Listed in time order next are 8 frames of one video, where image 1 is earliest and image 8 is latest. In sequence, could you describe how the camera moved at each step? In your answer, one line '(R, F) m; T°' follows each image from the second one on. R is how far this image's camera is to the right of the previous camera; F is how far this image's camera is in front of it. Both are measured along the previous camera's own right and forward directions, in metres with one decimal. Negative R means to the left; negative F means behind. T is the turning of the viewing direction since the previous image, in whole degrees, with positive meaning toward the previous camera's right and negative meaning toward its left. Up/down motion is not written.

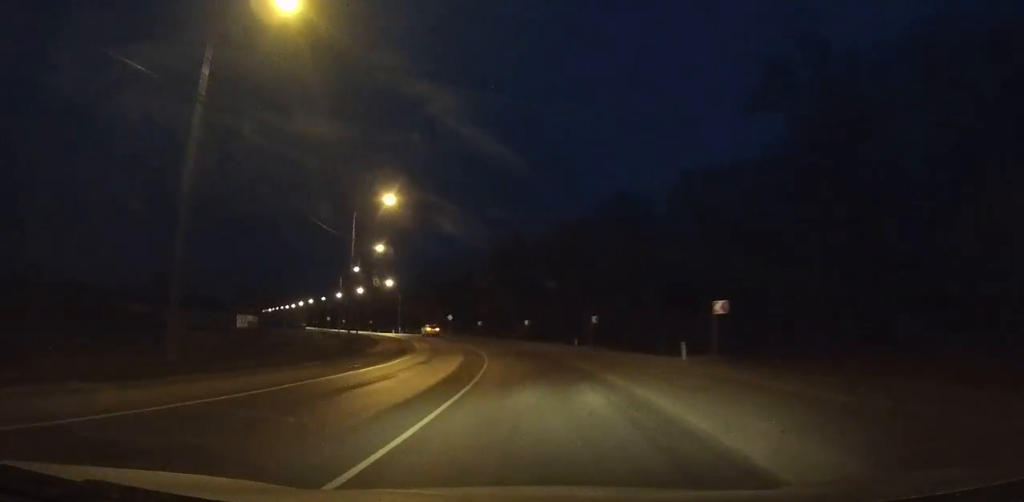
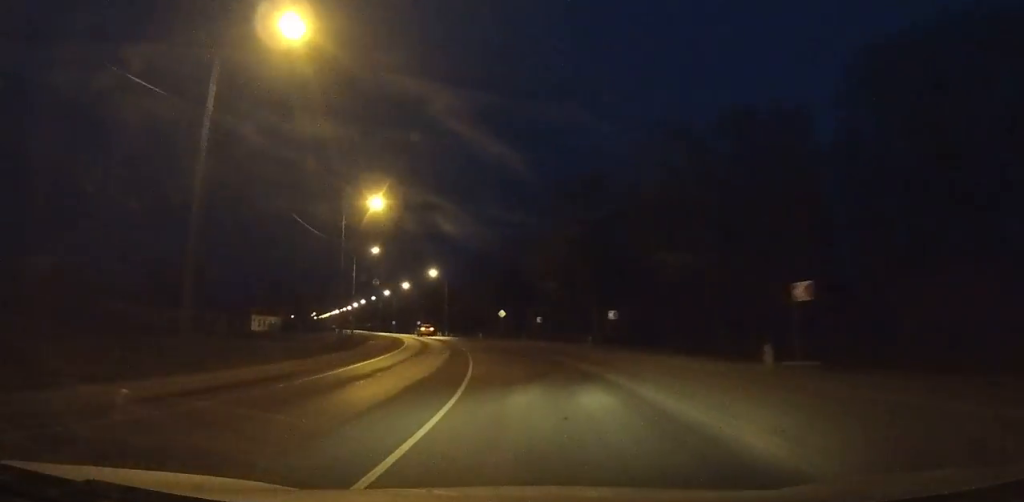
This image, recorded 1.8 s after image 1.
(-0.5, +27.6) m; -7°
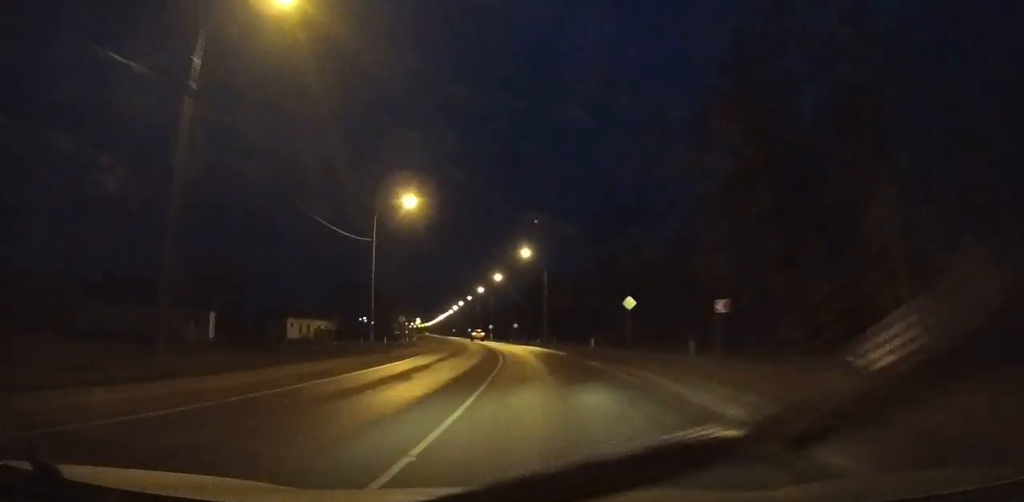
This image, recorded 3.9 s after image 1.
(-3.1, +32.5) m; -8°
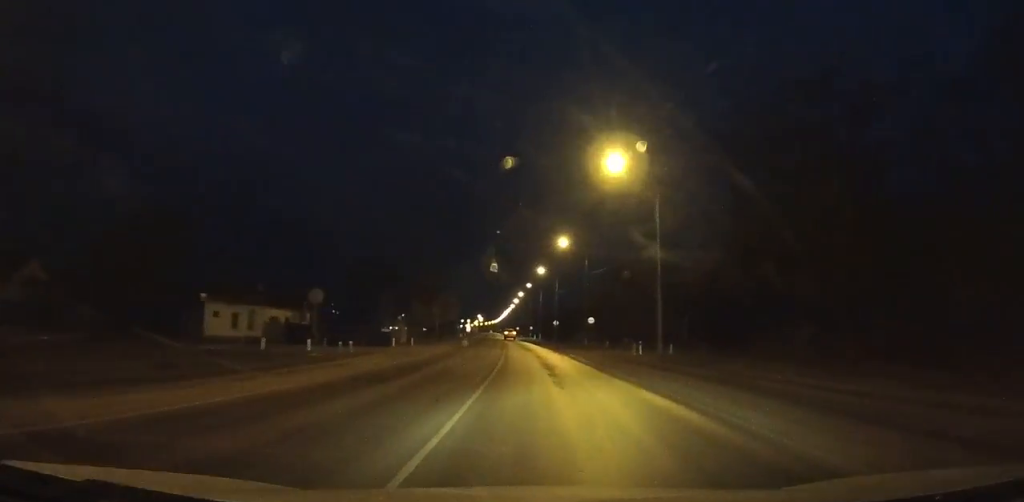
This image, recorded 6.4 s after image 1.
(-3.2, +39.5) m; -7°
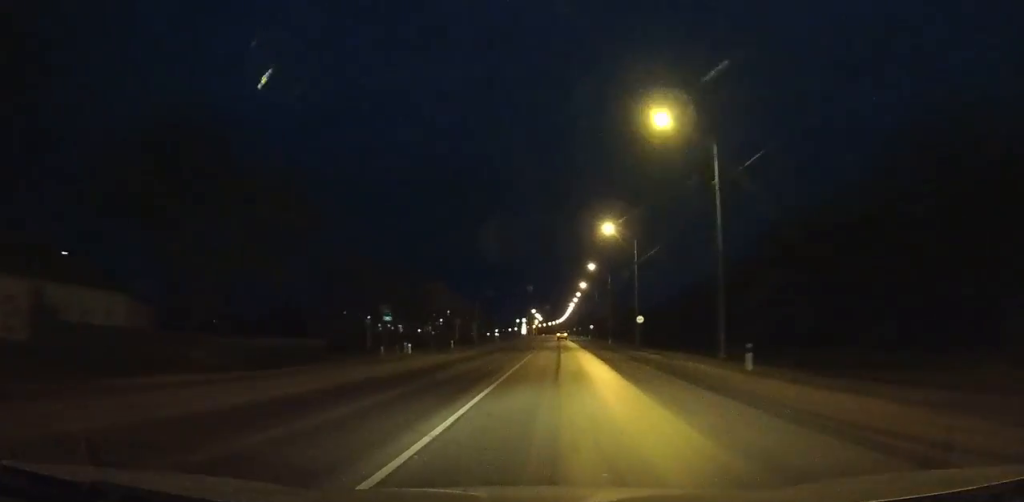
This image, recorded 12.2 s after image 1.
(-7.2, +96.3) m; -5°
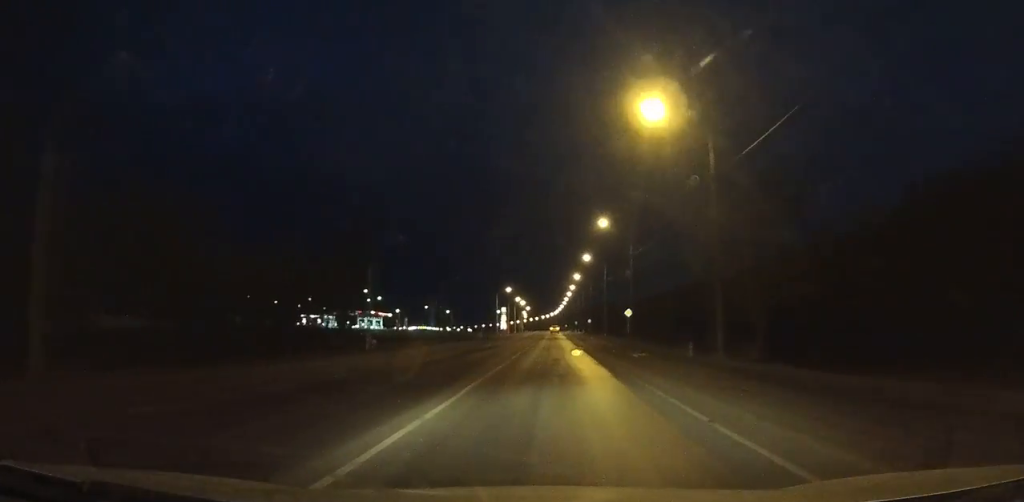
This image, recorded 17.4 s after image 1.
(+0.1, +93.3) m; 0°
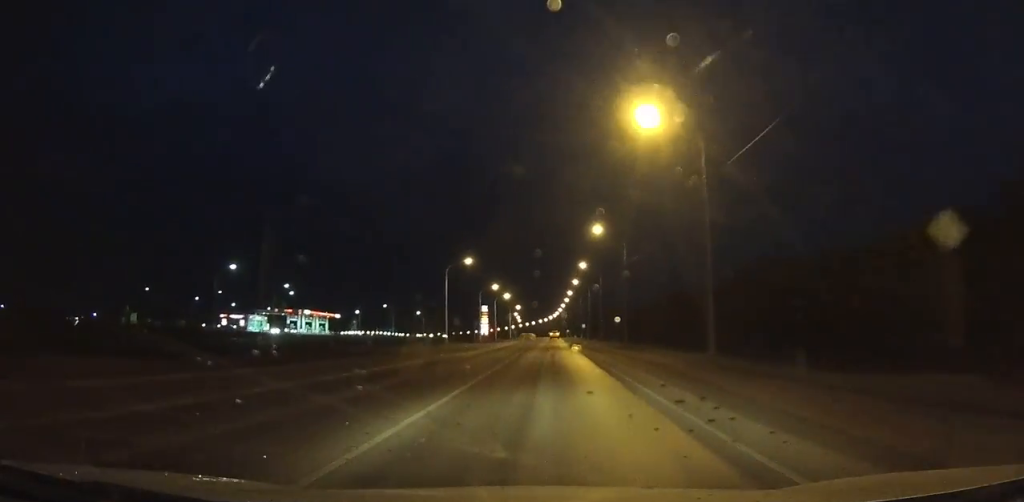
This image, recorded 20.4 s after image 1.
(-0.1, +56.7) m; 0°
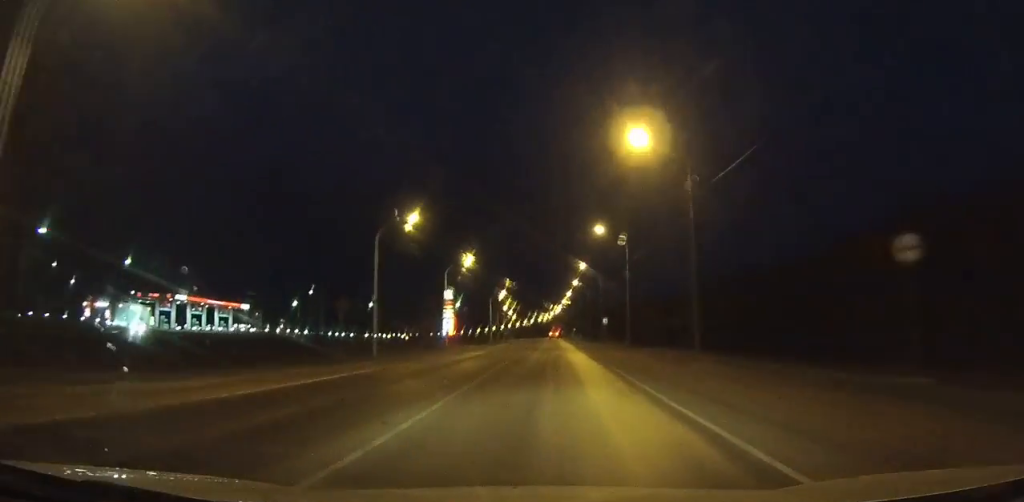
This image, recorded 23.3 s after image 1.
(+0.1, +56.2) m; 0°
